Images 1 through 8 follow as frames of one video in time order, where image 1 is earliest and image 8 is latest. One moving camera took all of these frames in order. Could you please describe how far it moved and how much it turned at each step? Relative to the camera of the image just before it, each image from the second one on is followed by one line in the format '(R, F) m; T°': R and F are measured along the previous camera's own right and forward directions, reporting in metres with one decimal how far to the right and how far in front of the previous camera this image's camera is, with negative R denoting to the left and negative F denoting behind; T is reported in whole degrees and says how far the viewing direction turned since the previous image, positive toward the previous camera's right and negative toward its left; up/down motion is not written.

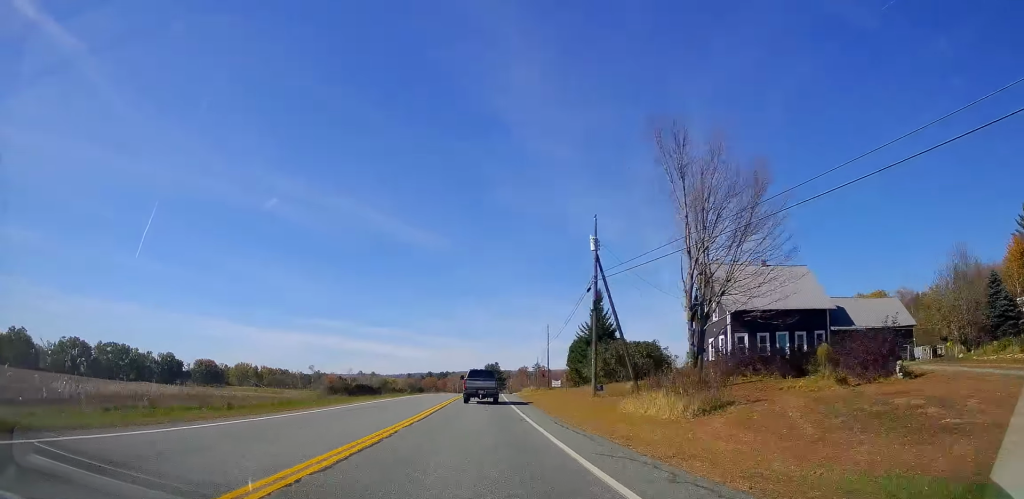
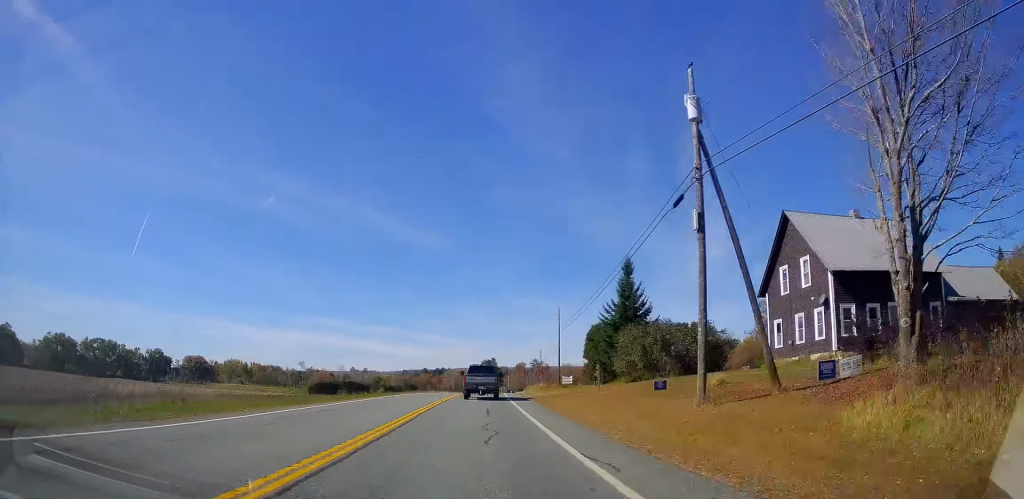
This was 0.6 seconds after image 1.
(+0.2, +14.2) m; +1°
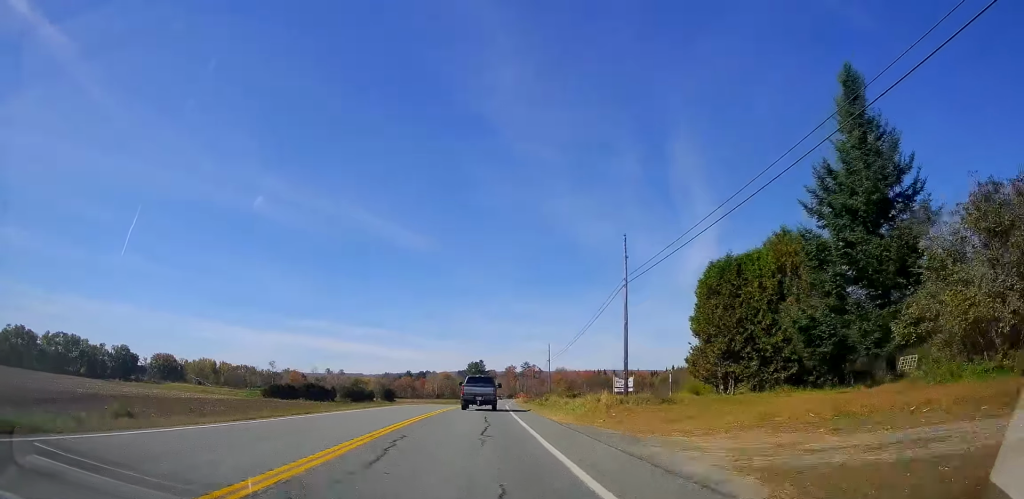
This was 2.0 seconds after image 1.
(+0.5, +34.2) m; 0°
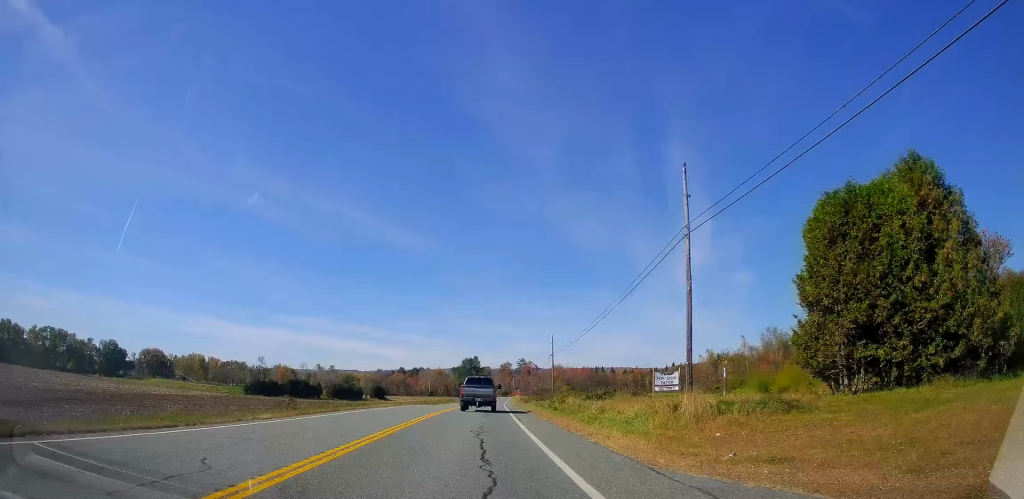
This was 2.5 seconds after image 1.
(-0.1, +10.4) m; 0°
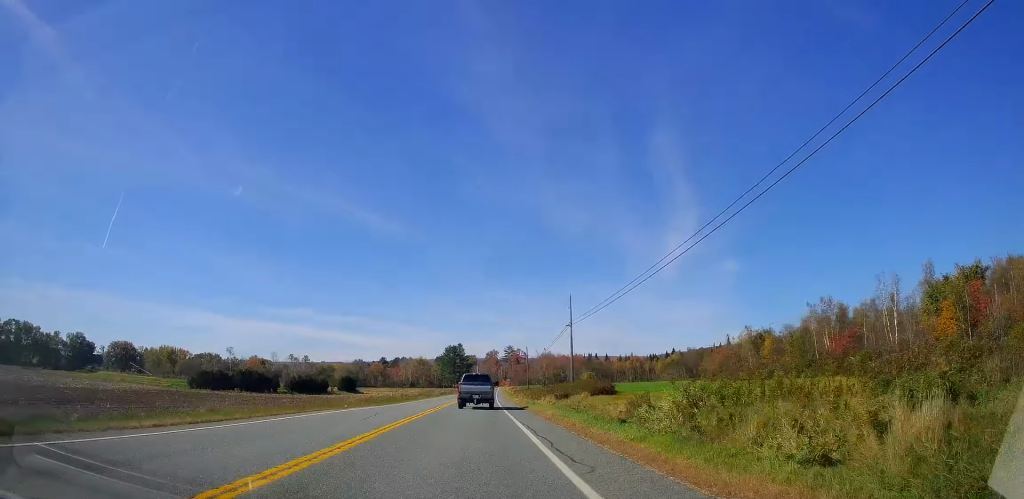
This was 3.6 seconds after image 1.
(+0.1, +26.4) m; +2°
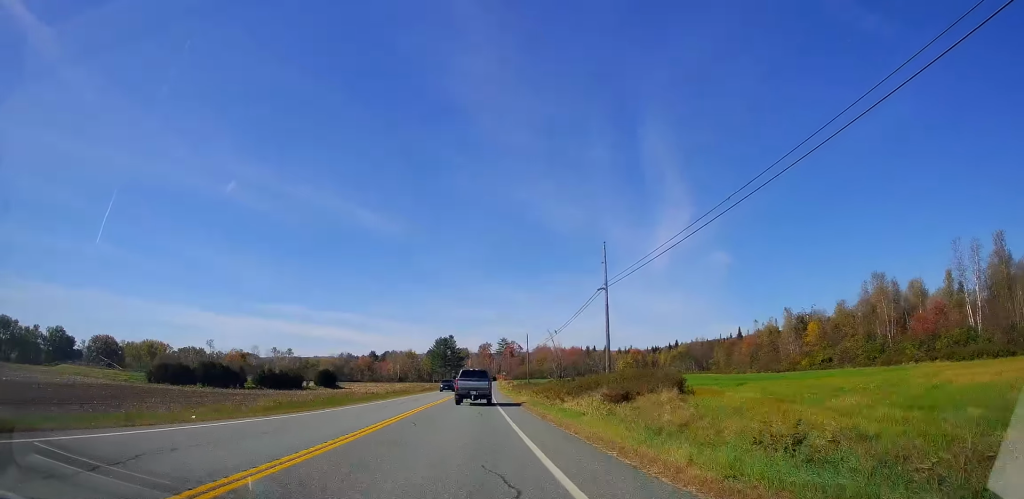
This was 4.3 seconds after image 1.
(+0.5, +16.7) m; +1°
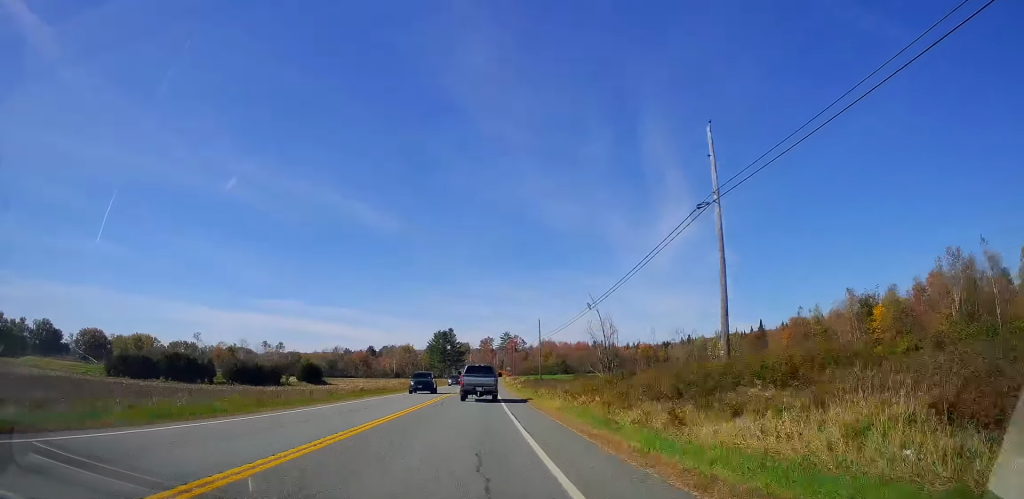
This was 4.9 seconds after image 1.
(-0.4, +15.9) m; 0°
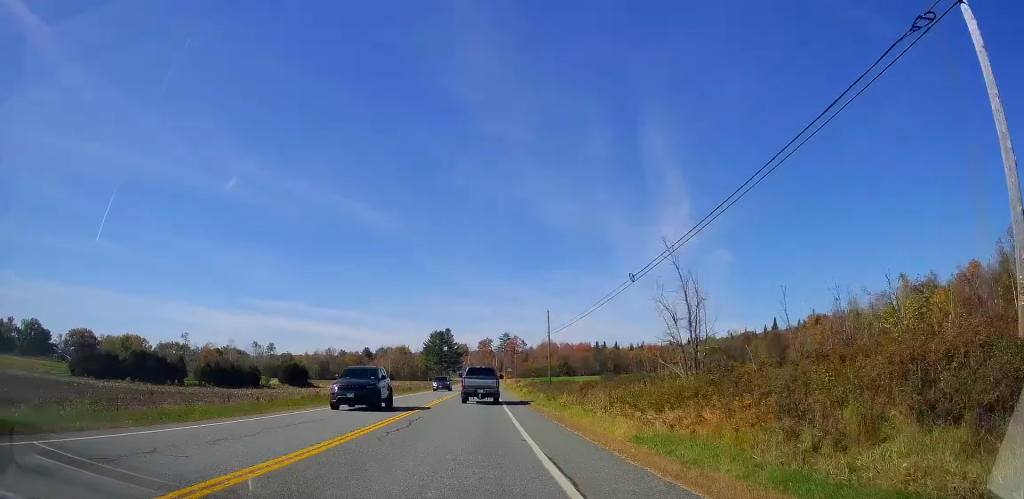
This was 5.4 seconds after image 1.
(0.0, +11.2) m; 0°
